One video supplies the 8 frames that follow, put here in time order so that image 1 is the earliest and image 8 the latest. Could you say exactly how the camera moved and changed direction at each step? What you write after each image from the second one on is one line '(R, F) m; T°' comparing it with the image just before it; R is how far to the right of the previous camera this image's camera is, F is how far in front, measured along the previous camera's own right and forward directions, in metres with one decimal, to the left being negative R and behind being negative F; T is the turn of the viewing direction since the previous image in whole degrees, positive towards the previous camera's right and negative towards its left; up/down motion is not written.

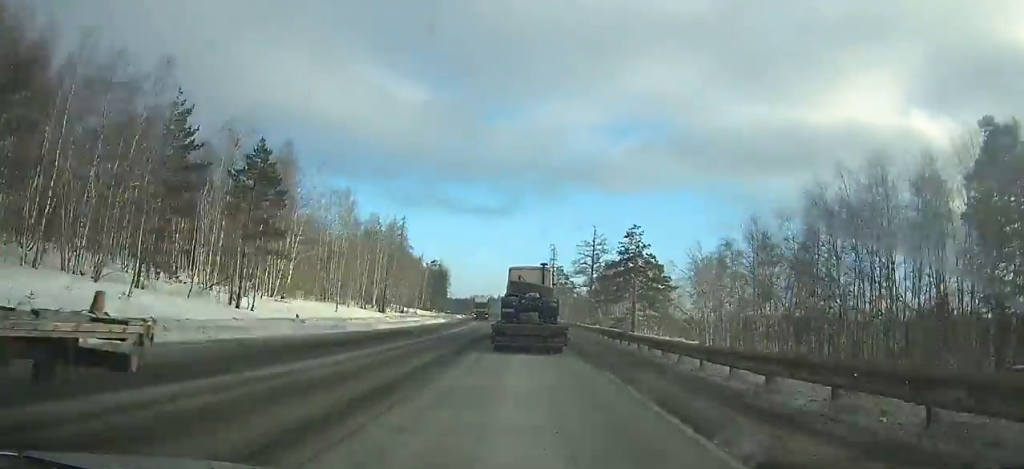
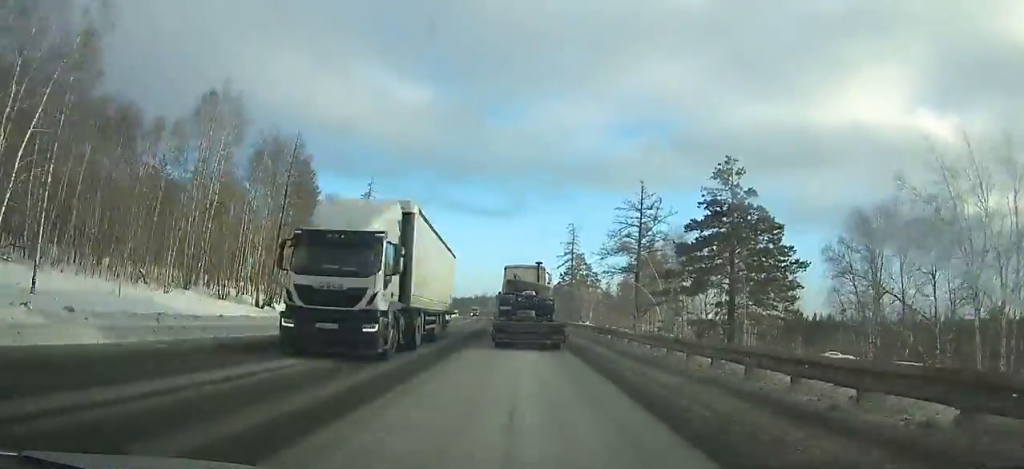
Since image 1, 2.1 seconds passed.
(-0.9, +40.4) m; -3°
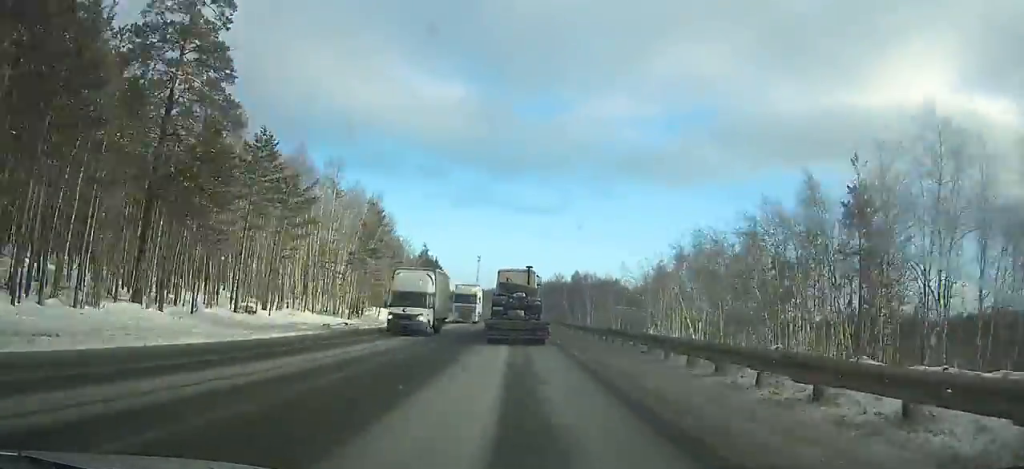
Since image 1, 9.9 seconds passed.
(-8.4, +154.7) m; -5°
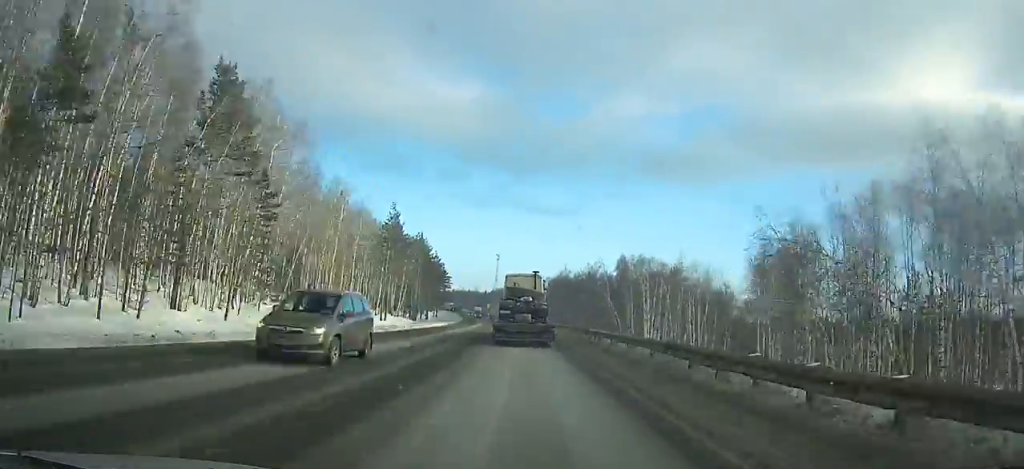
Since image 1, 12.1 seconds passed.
(-1.1, +46.2) m; -2°
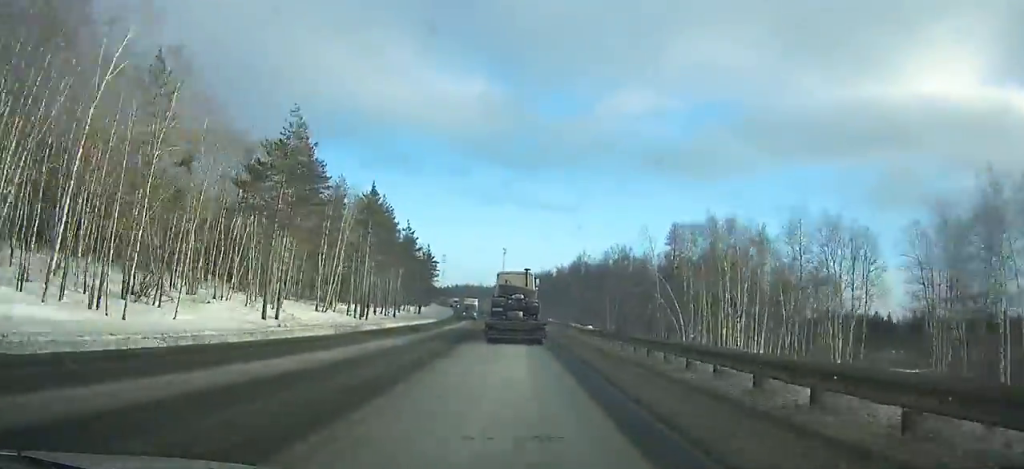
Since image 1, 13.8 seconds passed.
(-0.4, +36.1) m; -1°
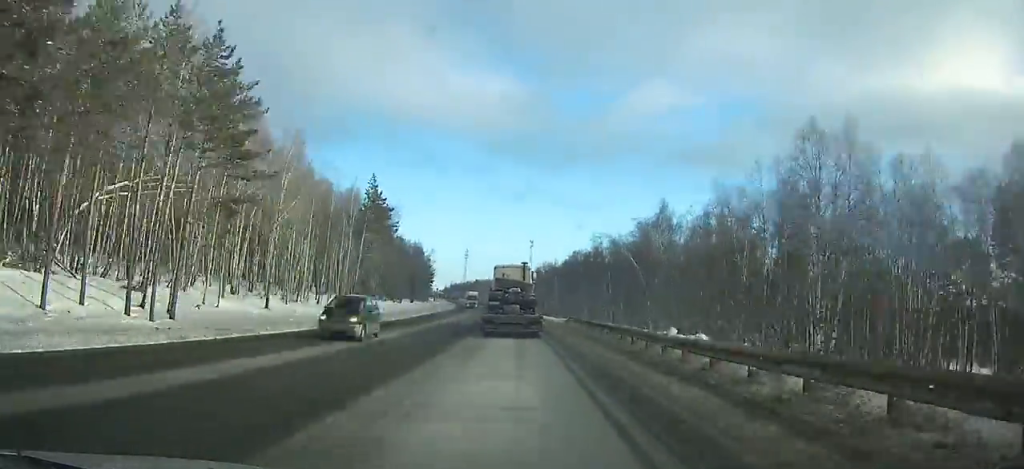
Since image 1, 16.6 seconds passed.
(-0.9, +59.8) m; -2°
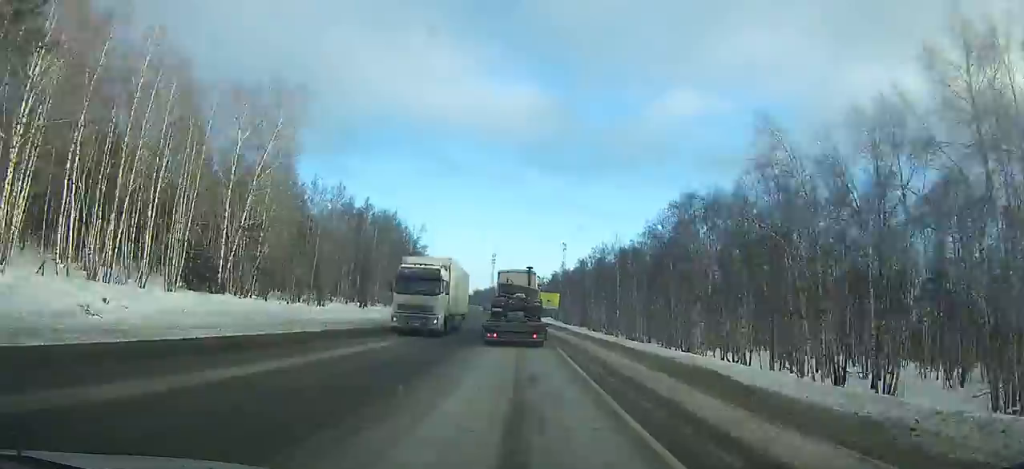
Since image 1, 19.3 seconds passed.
(-0.9, +56.9) m; -2°
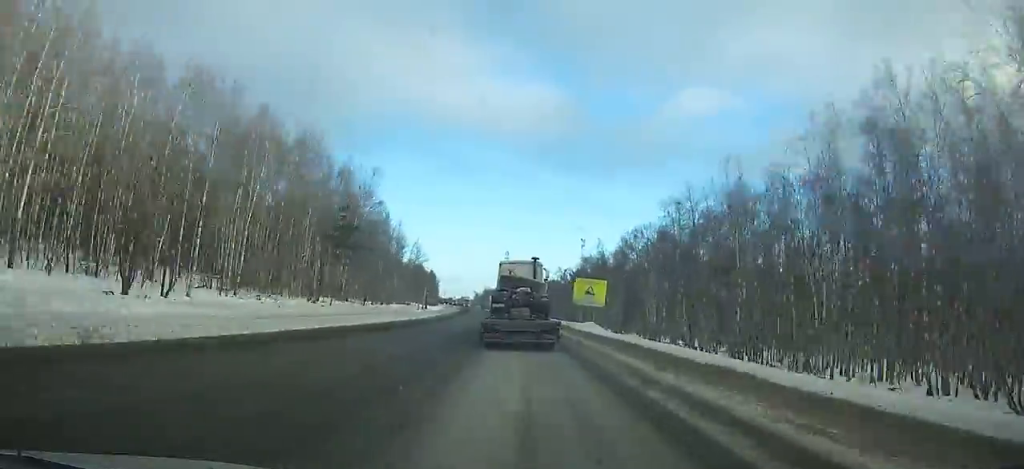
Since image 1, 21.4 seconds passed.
(-0.8, +42.4) m; -2°
